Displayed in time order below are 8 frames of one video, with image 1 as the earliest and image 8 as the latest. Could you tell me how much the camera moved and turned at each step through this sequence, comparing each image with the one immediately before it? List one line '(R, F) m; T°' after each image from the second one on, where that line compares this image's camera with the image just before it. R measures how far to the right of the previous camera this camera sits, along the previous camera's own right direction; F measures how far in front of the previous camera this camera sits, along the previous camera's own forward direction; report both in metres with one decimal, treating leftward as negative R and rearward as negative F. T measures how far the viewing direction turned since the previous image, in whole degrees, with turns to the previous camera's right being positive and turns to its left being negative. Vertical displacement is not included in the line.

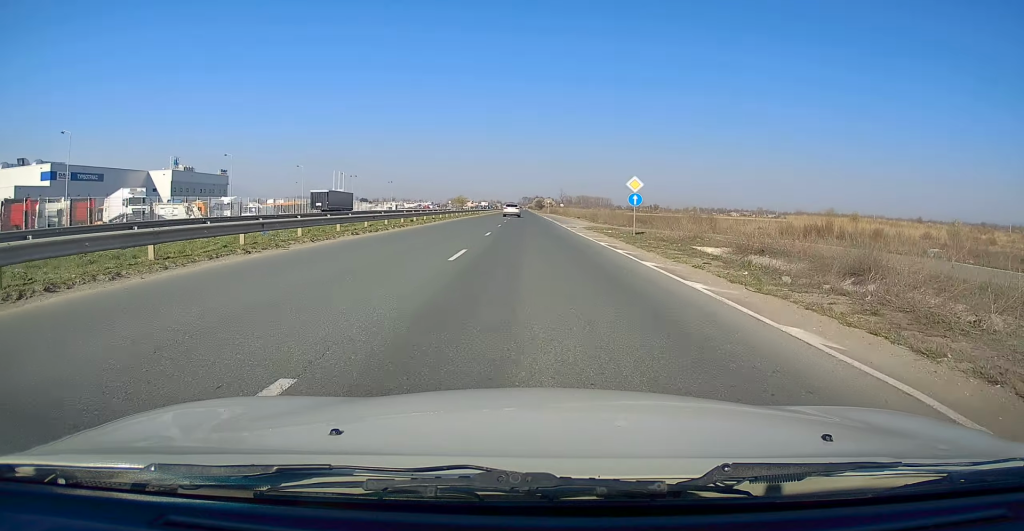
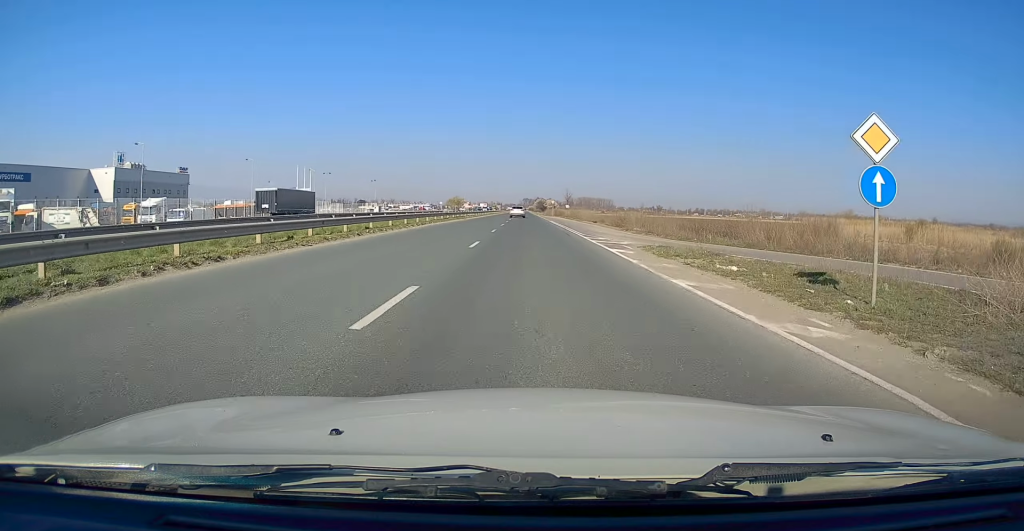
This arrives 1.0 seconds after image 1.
(0.0, +19.0) m; -1°
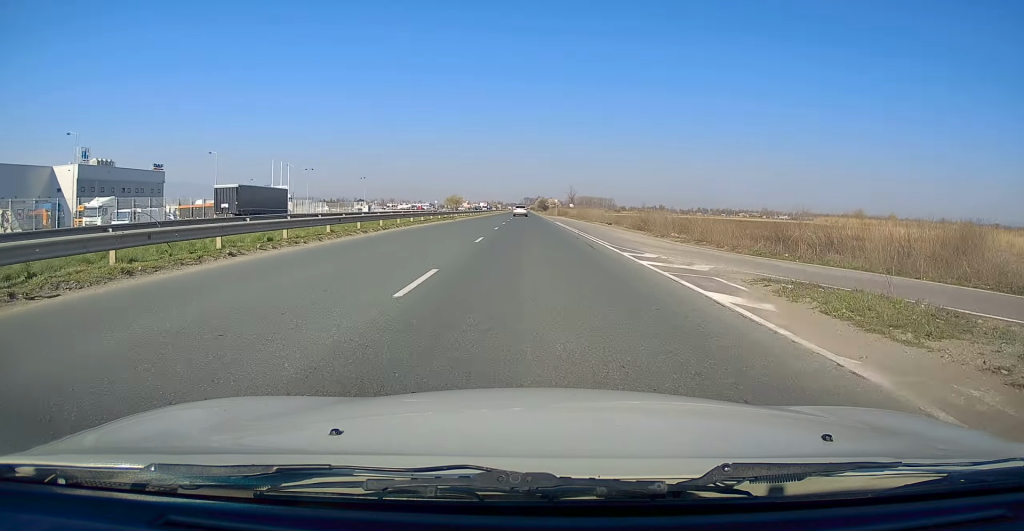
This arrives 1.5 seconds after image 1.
(+0.1, +10.2) m; -1°
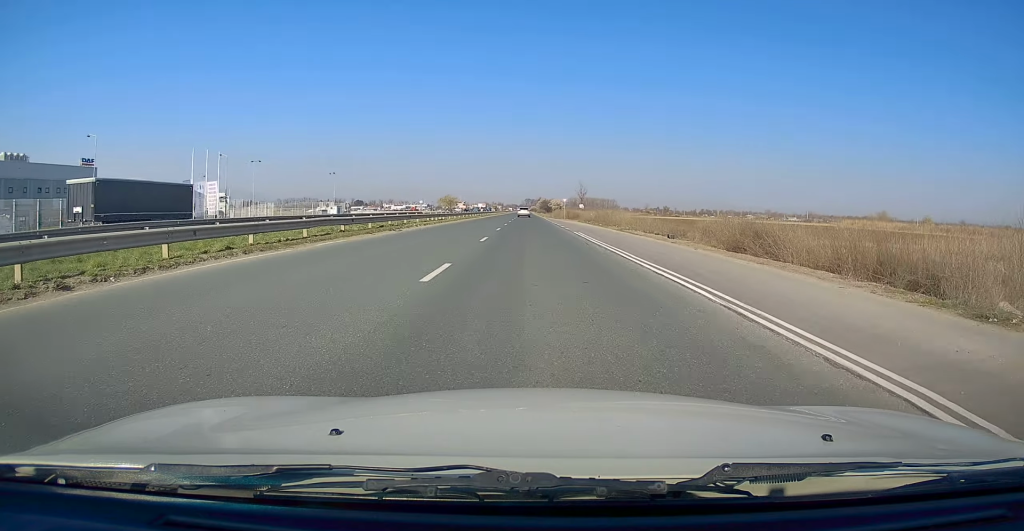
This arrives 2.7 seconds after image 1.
(-0.4, +22.2) m; 0°
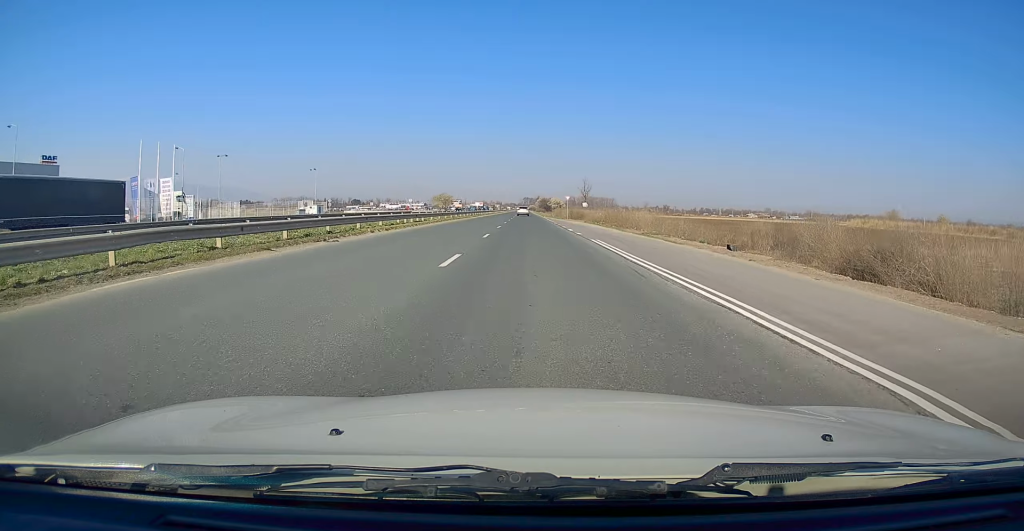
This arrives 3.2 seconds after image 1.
(+0.2, +9.6) m; +1°
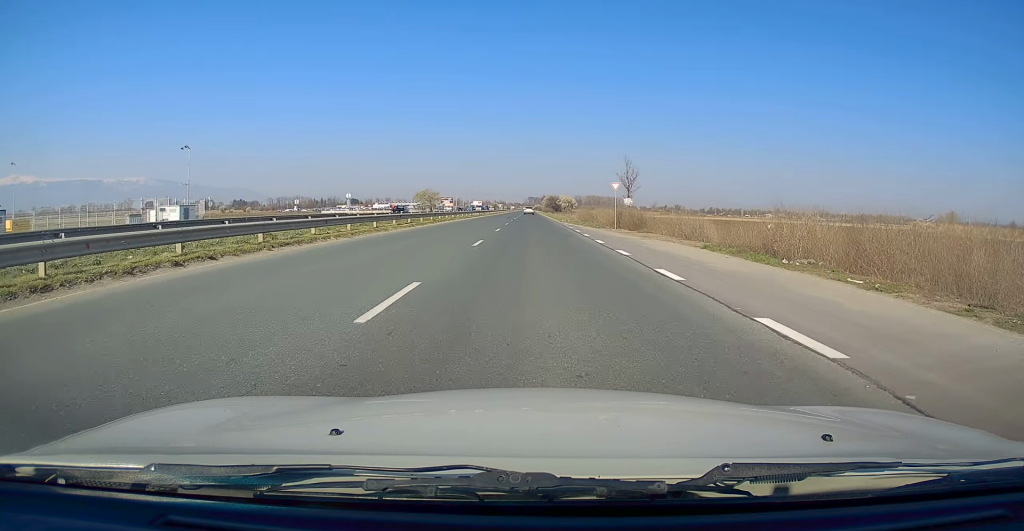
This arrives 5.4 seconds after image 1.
(+0.3, +41.8) m; 0°
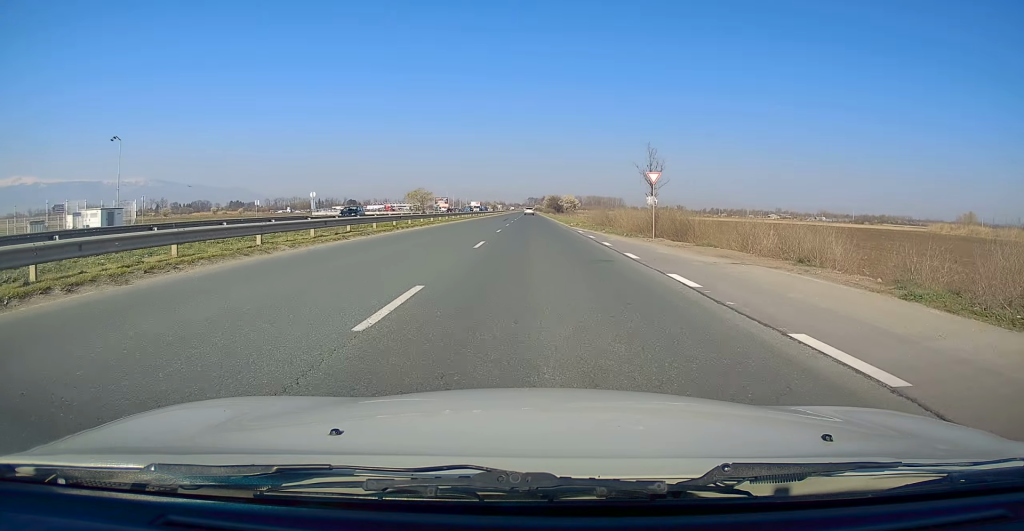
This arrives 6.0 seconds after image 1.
(0.0, +12.2) m; 0°
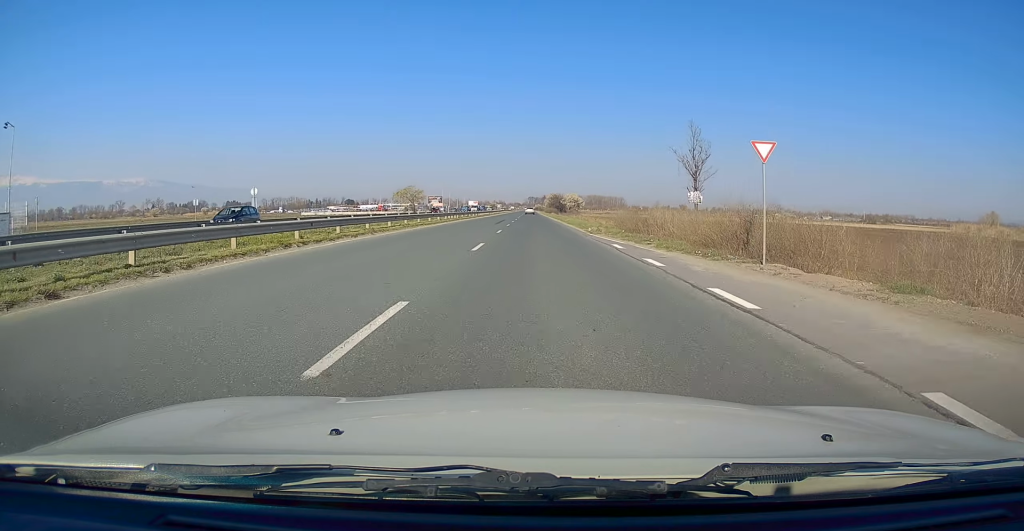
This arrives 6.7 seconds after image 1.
(0.0, +13.5) m; 0°
